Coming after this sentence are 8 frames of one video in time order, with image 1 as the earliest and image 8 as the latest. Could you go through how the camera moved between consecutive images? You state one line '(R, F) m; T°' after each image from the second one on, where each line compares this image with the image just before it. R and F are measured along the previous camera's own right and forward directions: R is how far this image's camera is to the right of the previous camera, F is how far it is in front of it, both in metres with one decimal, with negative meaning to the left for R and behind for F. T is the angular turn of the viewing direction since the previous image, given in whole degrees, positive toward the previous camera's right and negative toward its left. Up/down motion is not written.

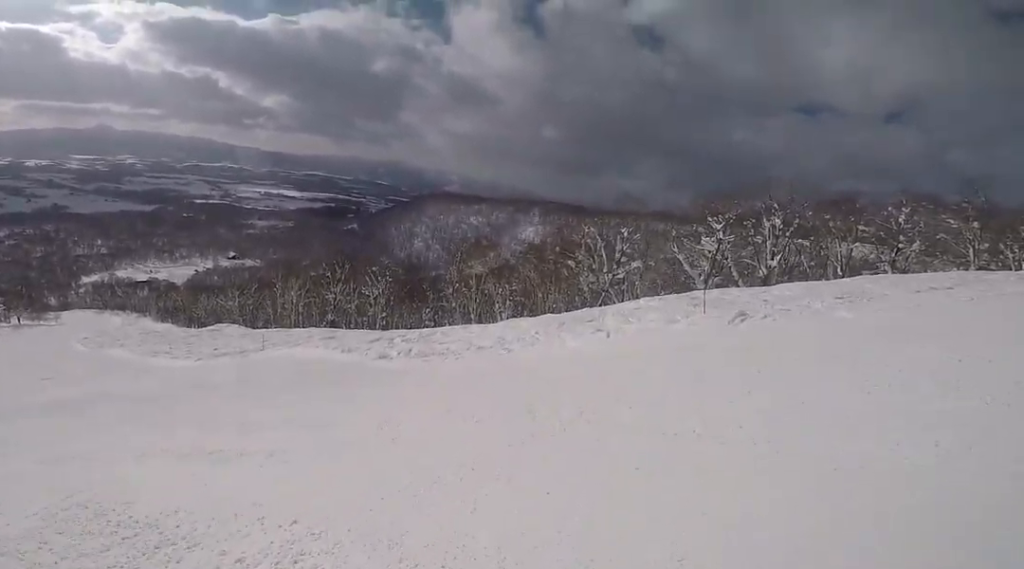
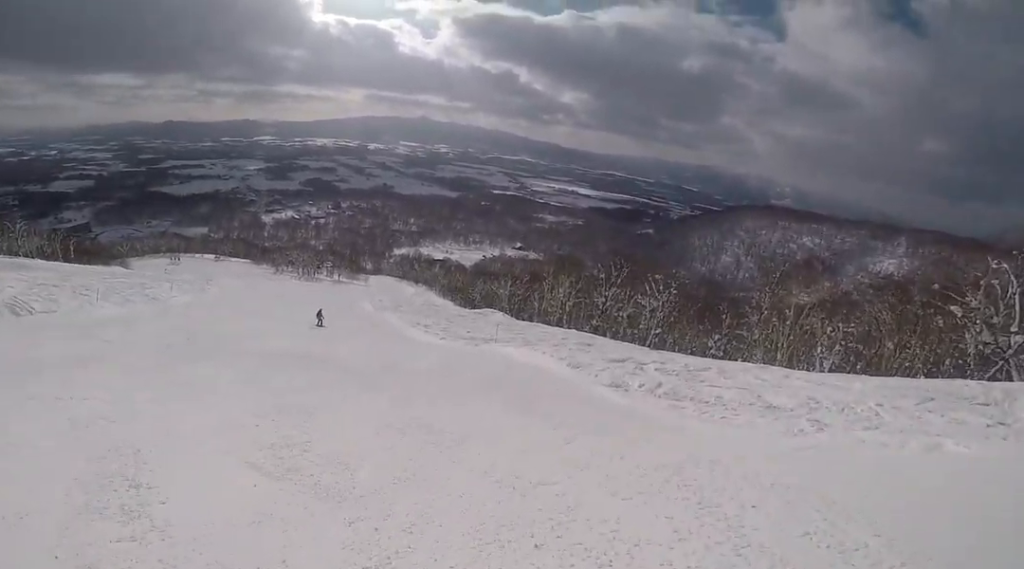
(-1.7, +4.3) m; -37°
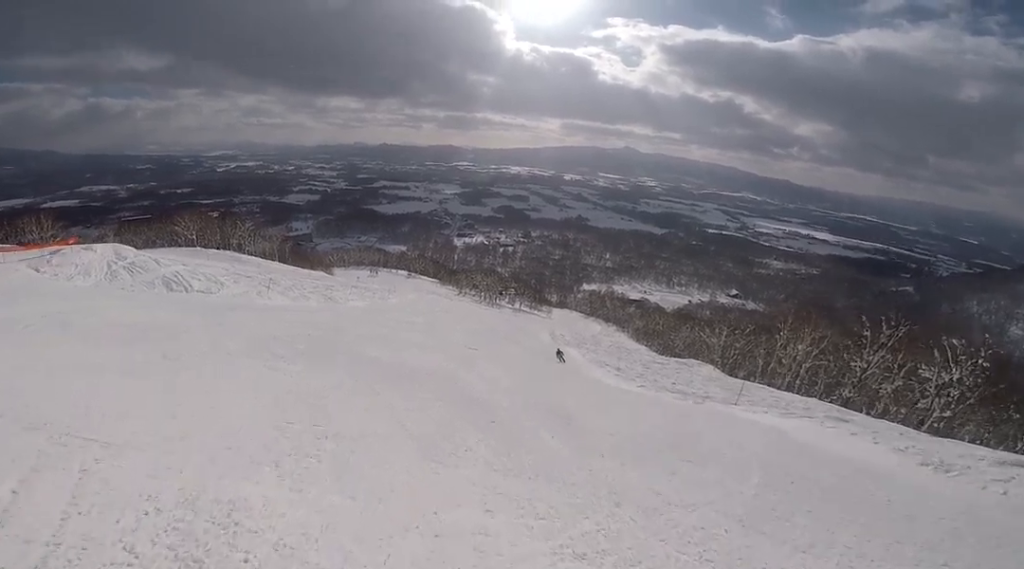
(-2.1, +5.4) m; -38°
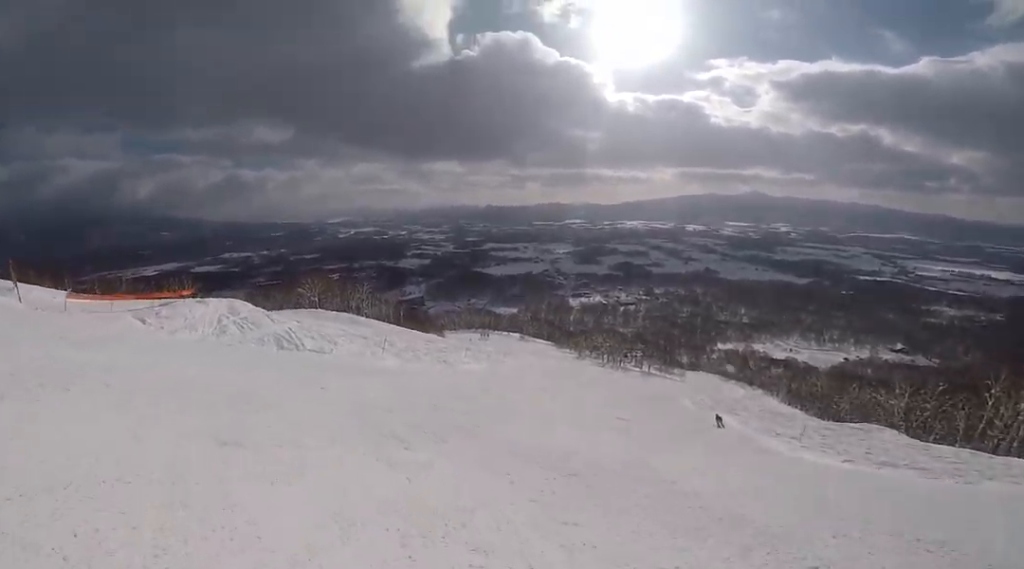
(-0.6, +3.2) m; -8°
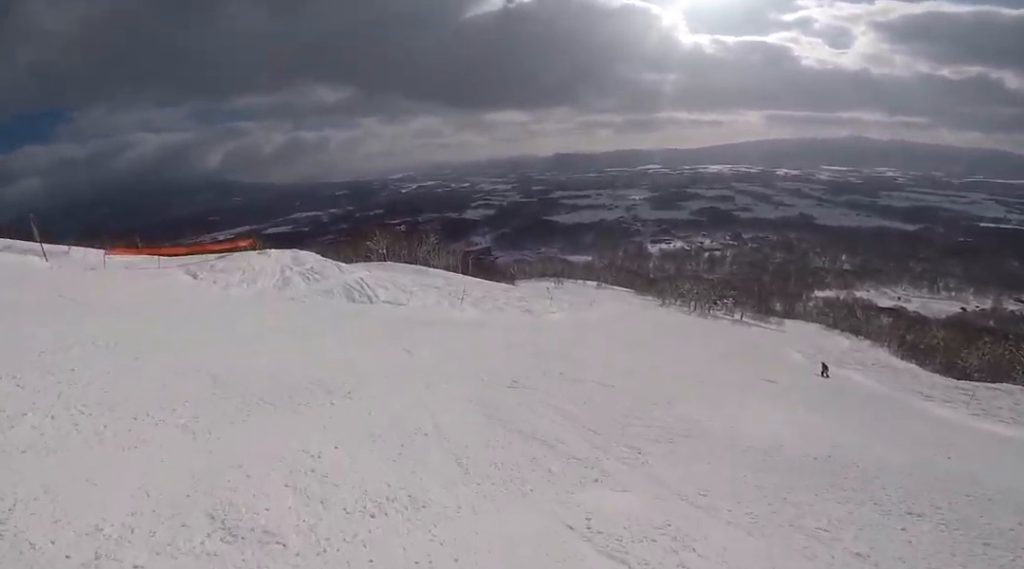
(-0.3, +3.1) m; -3°
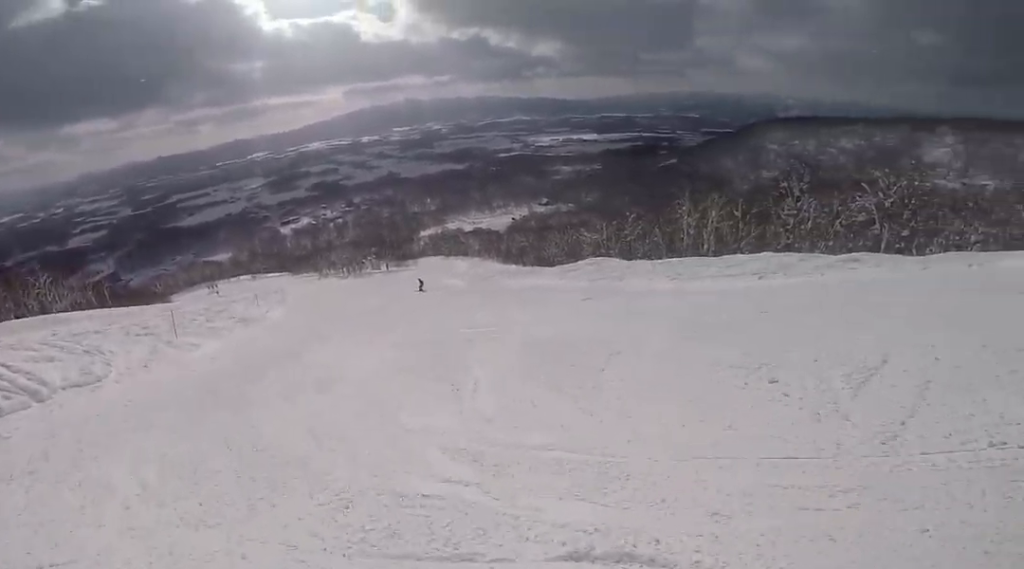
(+2.2, +8.4) m; +54°
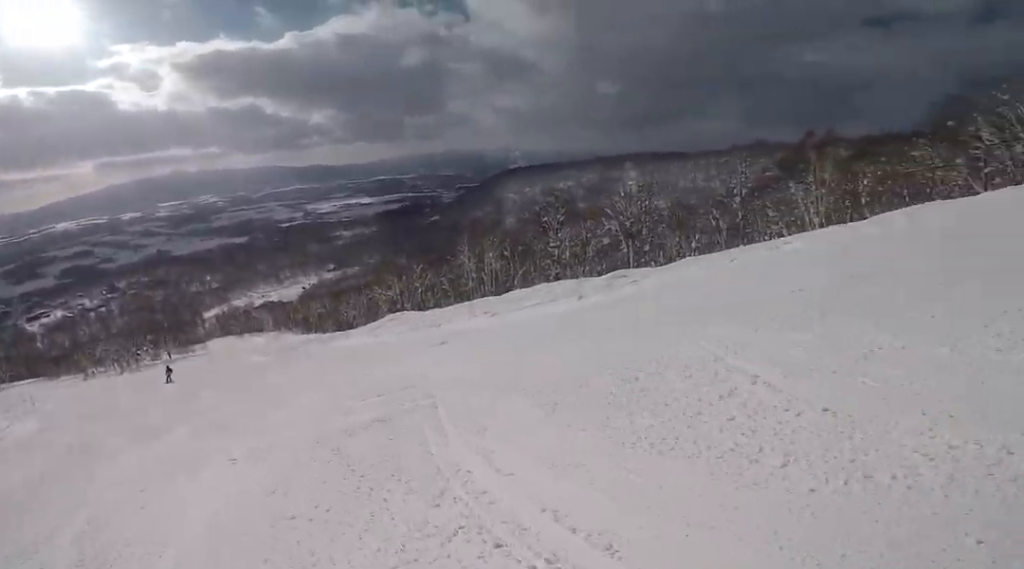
(+1.5, +3.1) m; +28°
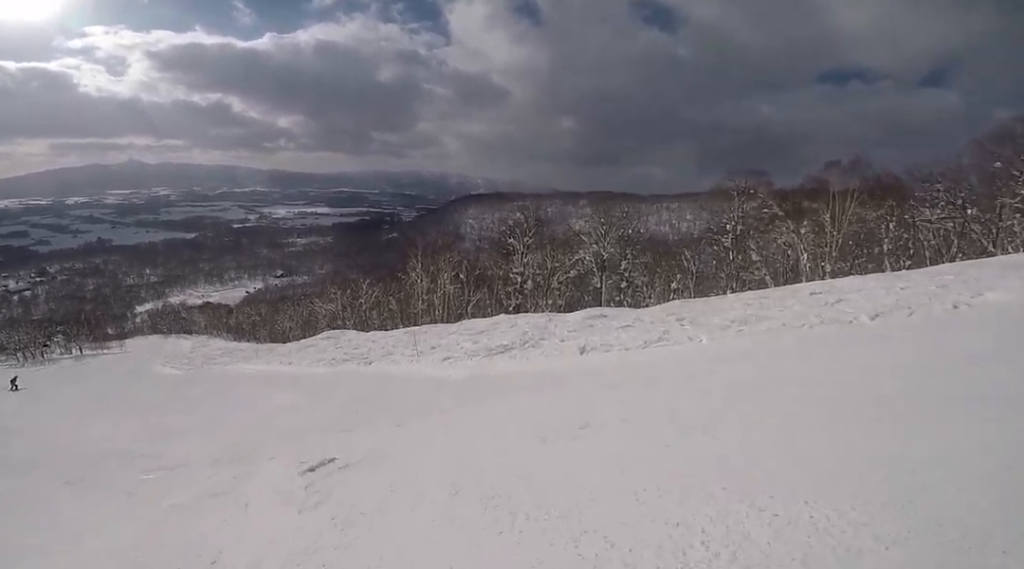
(+2.0, +10.1) m; +1°
